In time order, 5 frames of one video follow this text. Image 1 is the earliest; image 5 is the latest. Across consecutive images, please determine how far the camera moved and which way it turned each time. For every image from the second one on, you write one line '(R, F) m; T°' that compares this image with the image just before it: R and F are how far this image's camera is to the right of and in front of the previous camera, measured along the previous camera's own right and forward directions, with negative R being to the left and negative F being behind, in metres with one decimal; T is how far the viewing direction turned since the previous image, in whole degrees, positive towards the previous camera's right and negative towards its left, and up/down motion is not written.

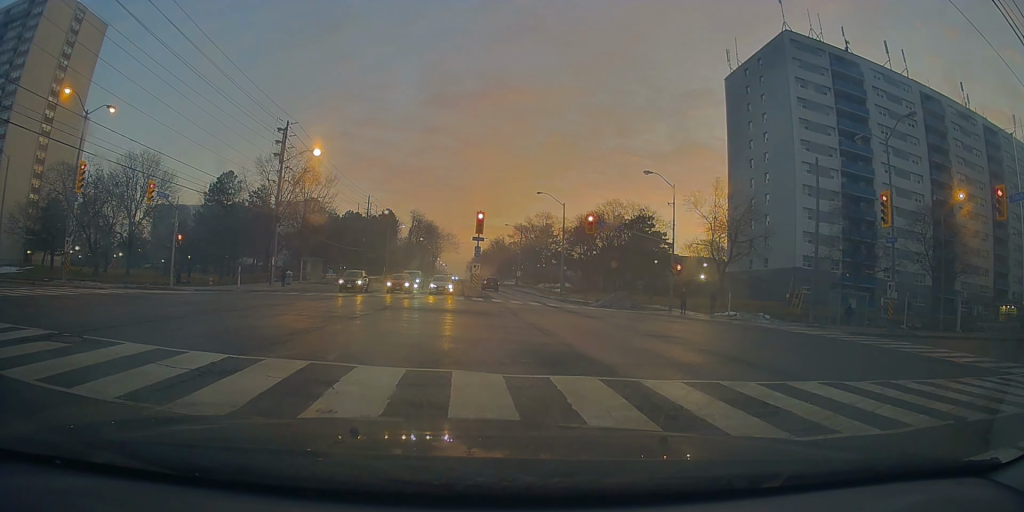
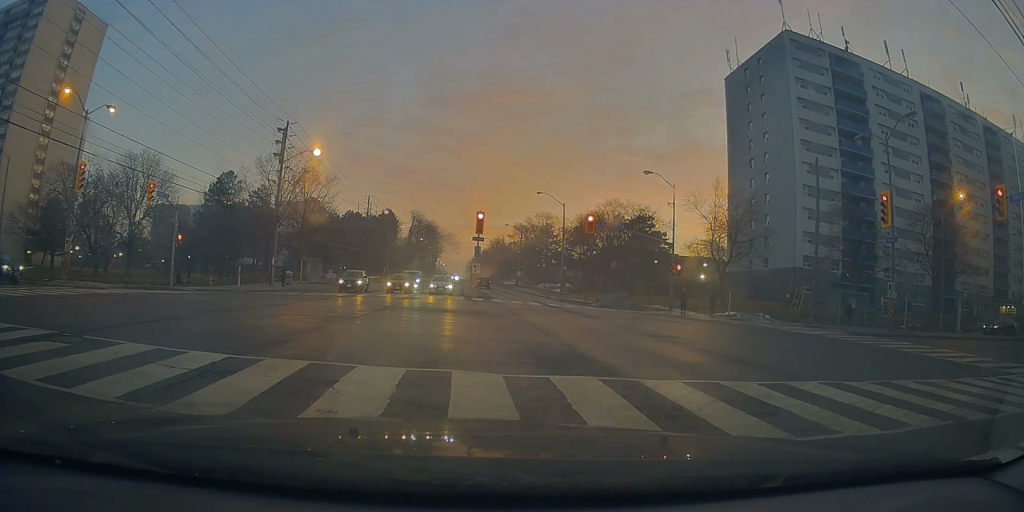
(0.0, 0.0) m; 0°
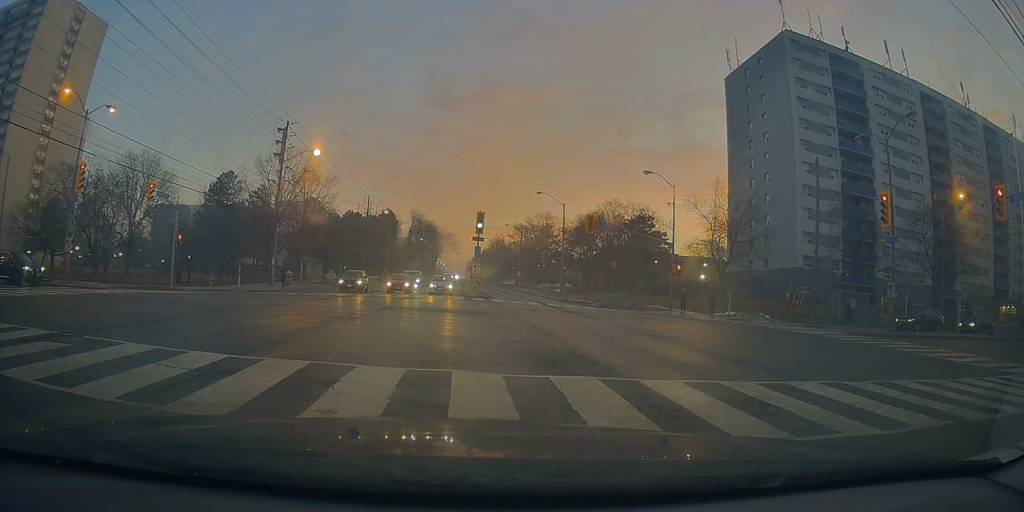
(0.0, 0.0) m; 0°
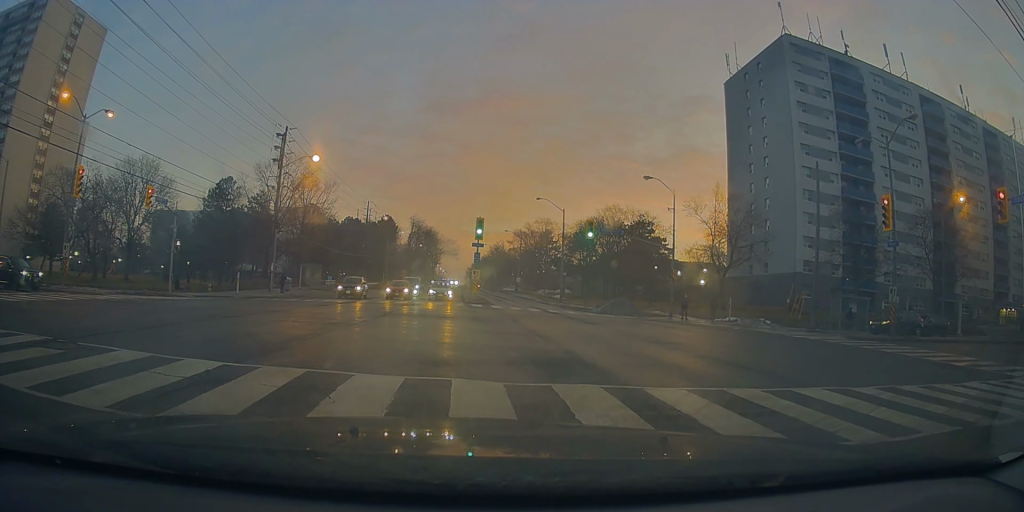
(0.0, 0.0) m; 0°
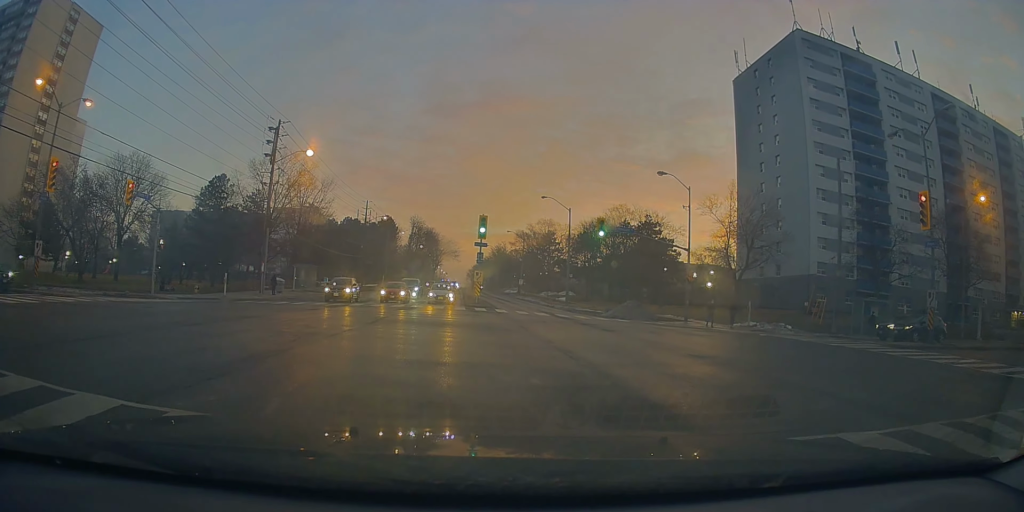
(+0.2, +0.6) m; +1°
